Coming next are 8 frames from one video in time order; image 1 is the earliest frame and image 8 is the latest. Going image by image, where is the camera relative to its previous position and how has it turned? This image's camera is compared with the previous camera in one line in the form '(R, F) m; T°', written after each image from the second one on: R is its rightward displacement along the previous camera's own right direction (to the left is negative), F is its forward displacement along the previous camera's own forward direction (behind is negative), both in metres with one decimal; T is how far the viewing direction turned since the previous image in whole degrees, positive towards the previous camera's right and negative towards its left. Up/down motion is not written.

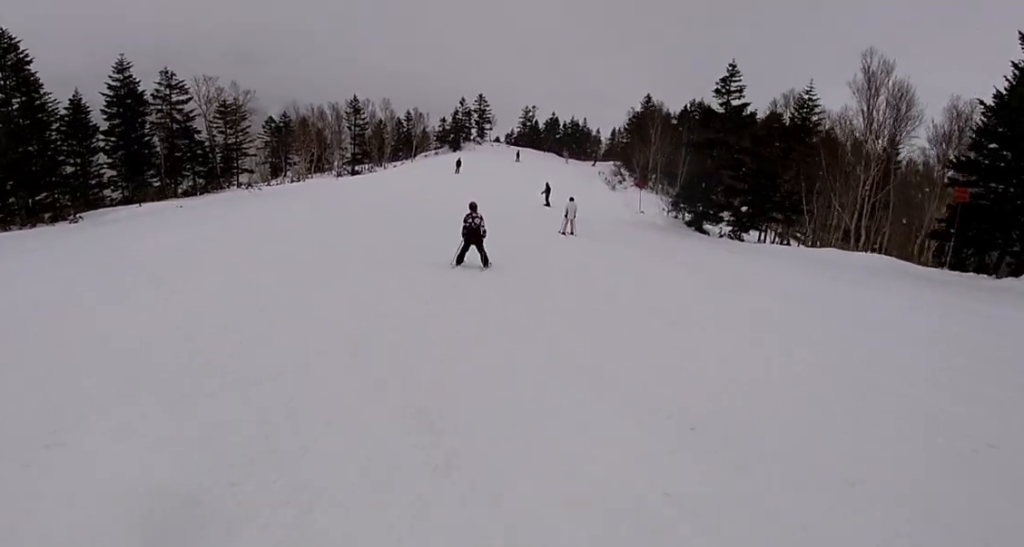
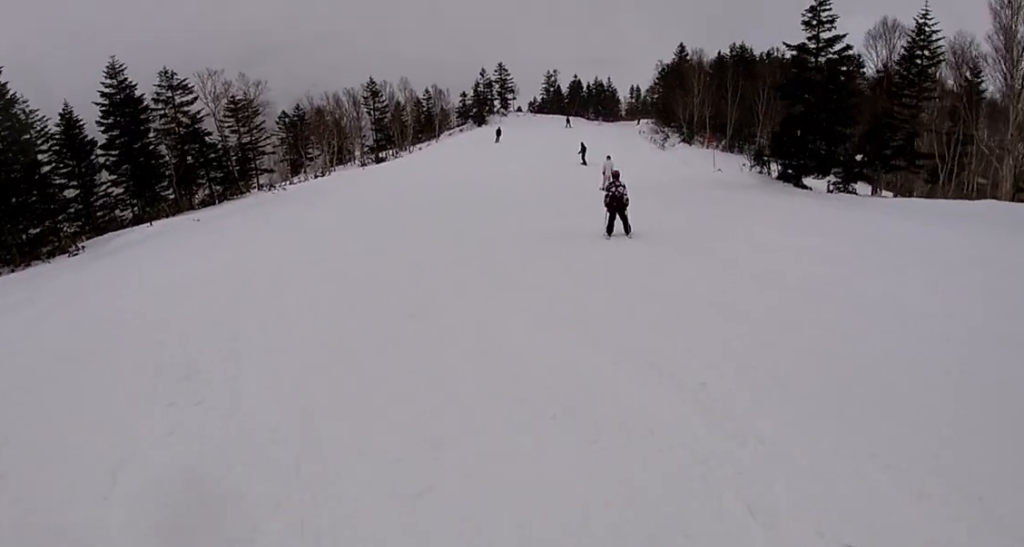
(-0.5, +4.8) m; -4°
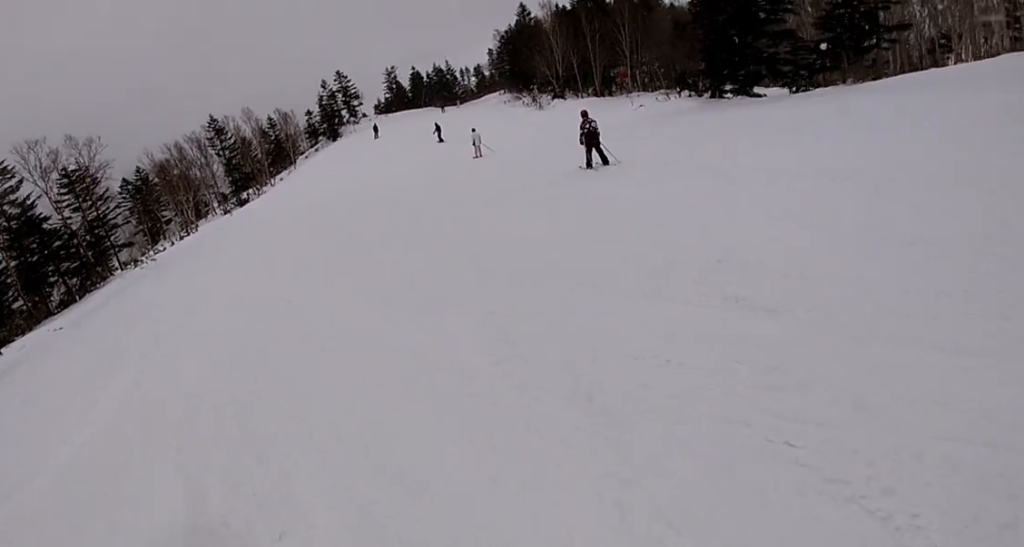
(-0.5, +5.9) m; +12°
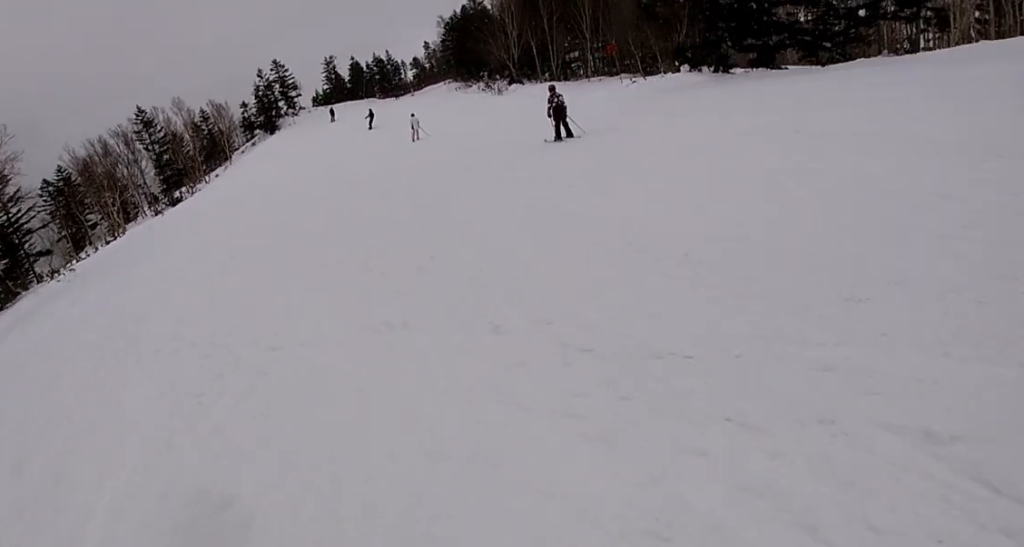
(+1.0, +4.0) m; +17°
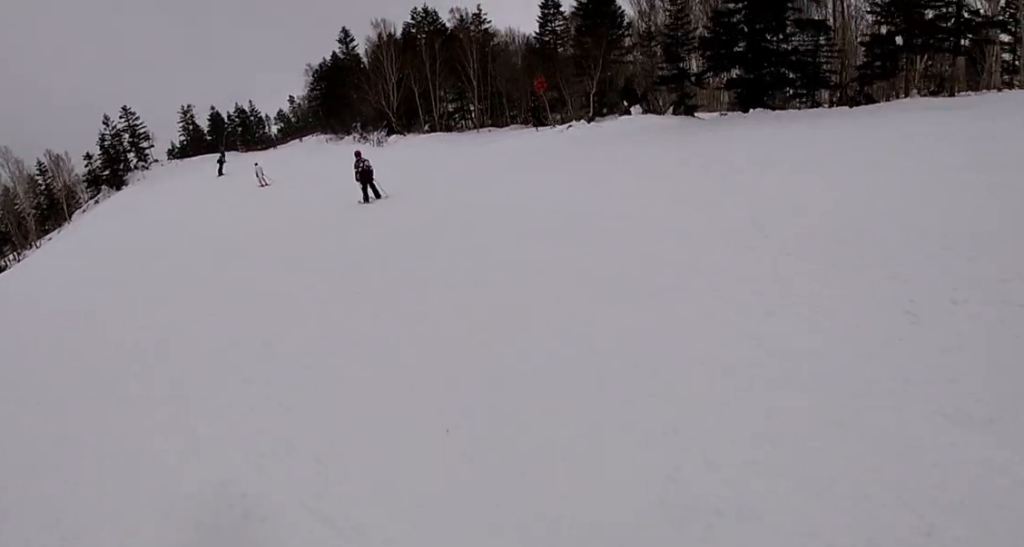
(+1.6, +7.0) m; +8°
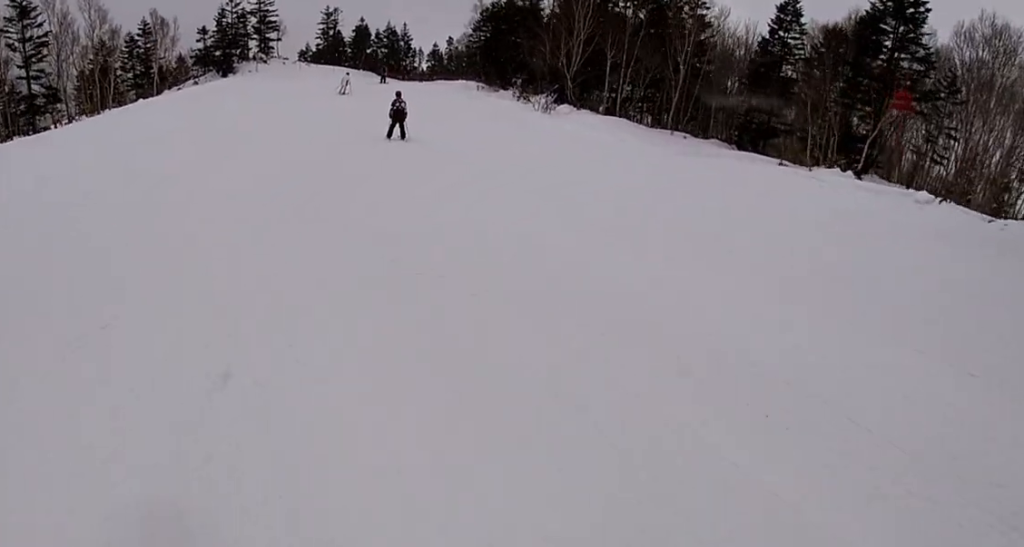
(-1.2, +10.6) m; -12°
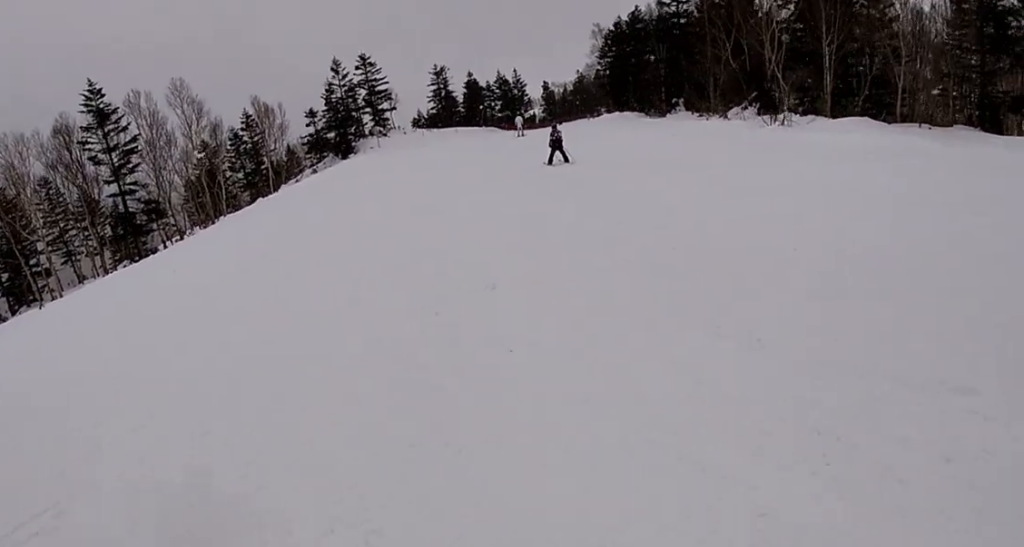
(-0.8, +9.0) m; -7°
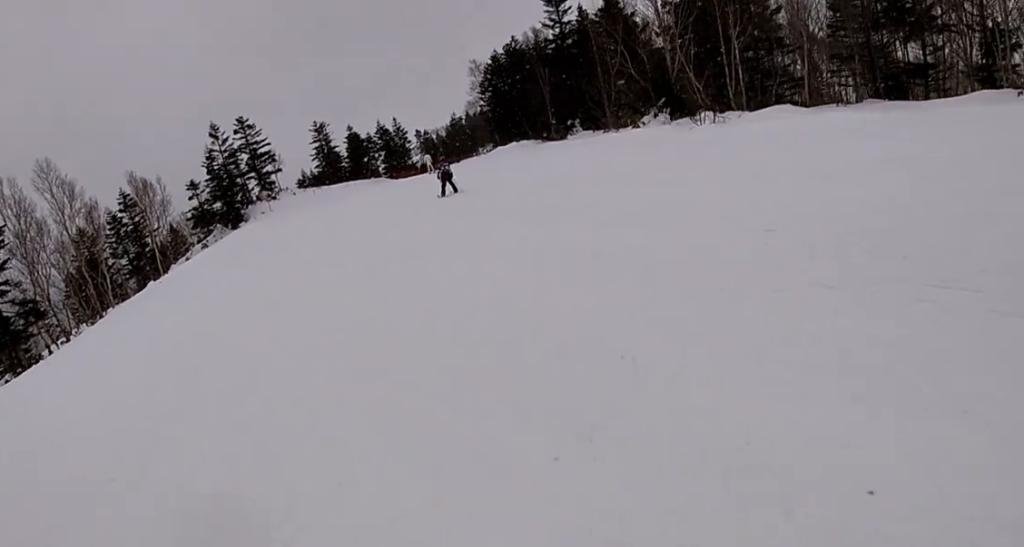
(-0.5, +3.3) m; 0°
